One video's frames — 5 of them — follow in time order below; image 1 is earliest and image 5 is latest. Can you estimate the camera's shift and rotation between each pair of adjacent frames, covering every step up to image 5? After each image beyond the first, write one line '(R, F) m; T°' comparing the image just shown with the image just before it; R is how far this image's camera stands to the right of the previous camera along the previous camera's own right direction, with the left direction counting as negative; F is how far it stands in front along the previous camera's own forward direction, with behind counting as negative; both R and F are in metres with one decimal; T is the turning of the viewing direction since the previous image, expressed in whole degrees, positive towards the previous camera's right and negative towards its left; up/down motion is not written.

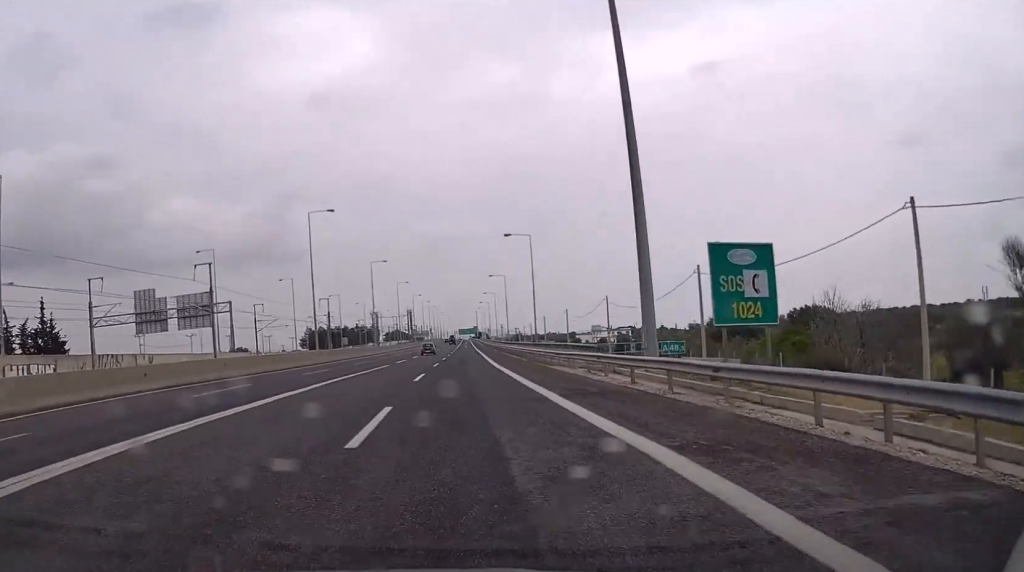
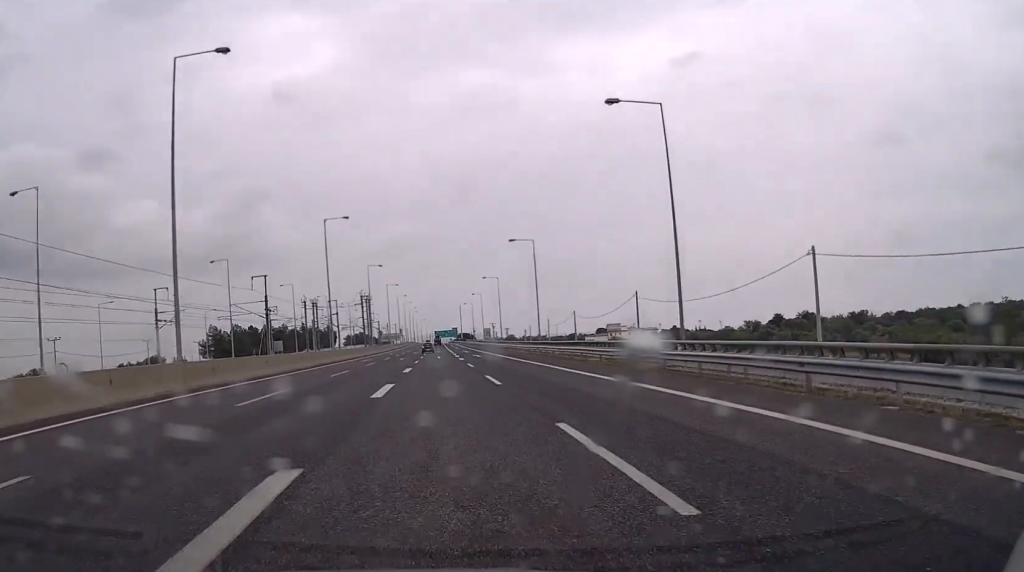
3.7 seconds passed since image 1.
(+1.8, +95.4) m; +2°
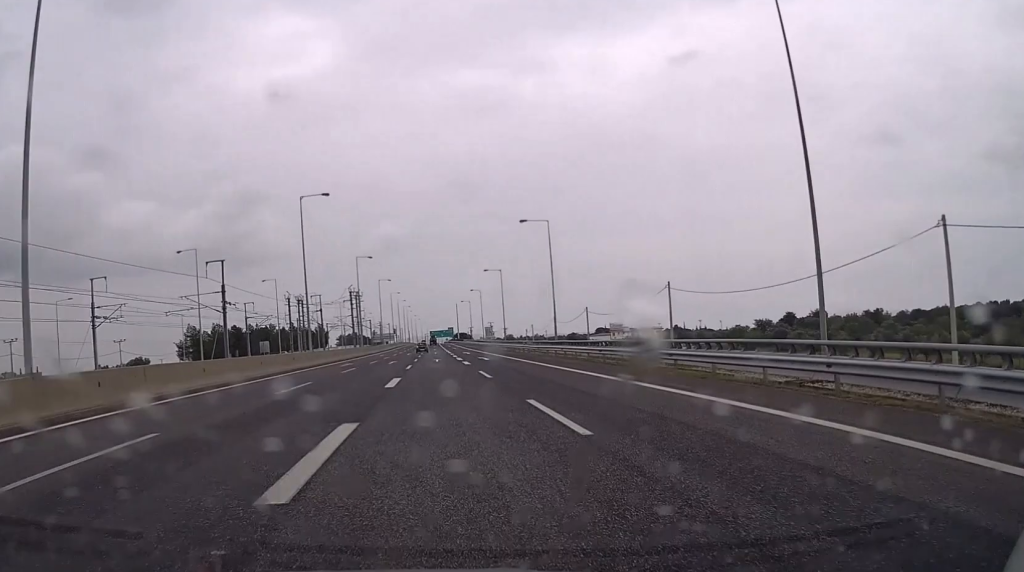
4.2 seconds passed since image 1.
(+0.1, +13.4) m; 0°
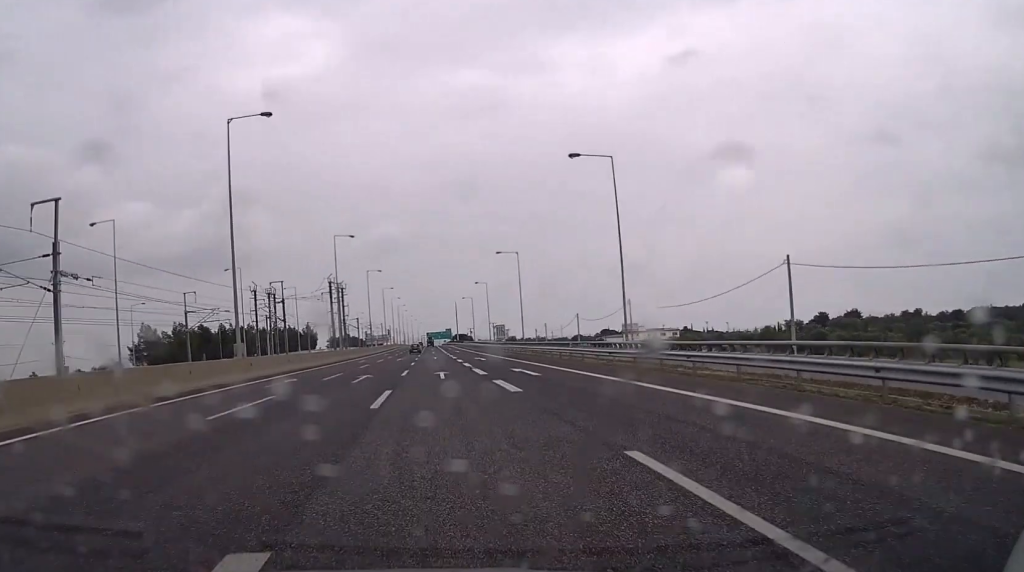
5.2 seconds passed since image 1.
(+0.1, +25.9) m; 0°
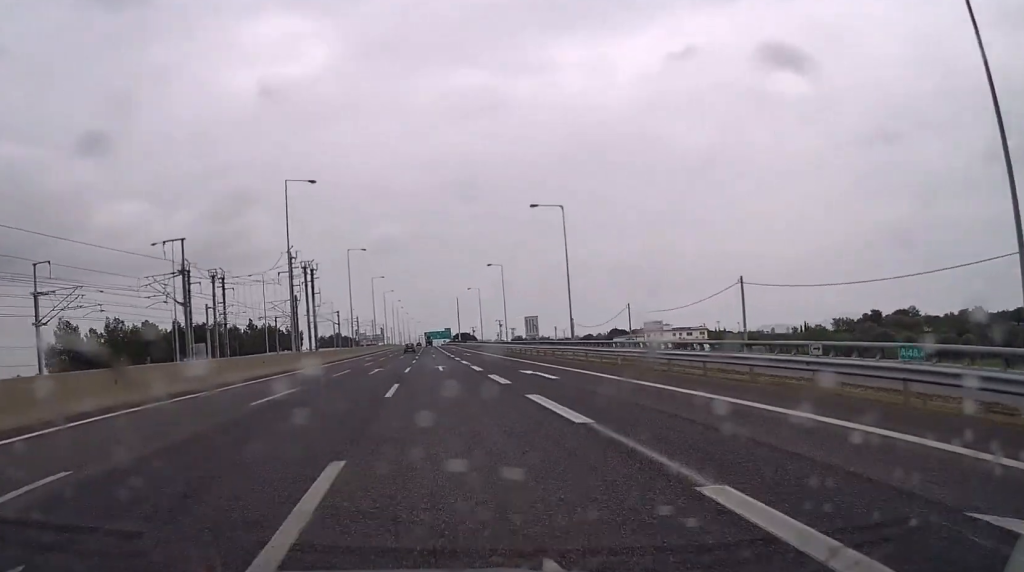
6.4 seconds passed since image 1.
(+0.1, +32.5) m; +1°
